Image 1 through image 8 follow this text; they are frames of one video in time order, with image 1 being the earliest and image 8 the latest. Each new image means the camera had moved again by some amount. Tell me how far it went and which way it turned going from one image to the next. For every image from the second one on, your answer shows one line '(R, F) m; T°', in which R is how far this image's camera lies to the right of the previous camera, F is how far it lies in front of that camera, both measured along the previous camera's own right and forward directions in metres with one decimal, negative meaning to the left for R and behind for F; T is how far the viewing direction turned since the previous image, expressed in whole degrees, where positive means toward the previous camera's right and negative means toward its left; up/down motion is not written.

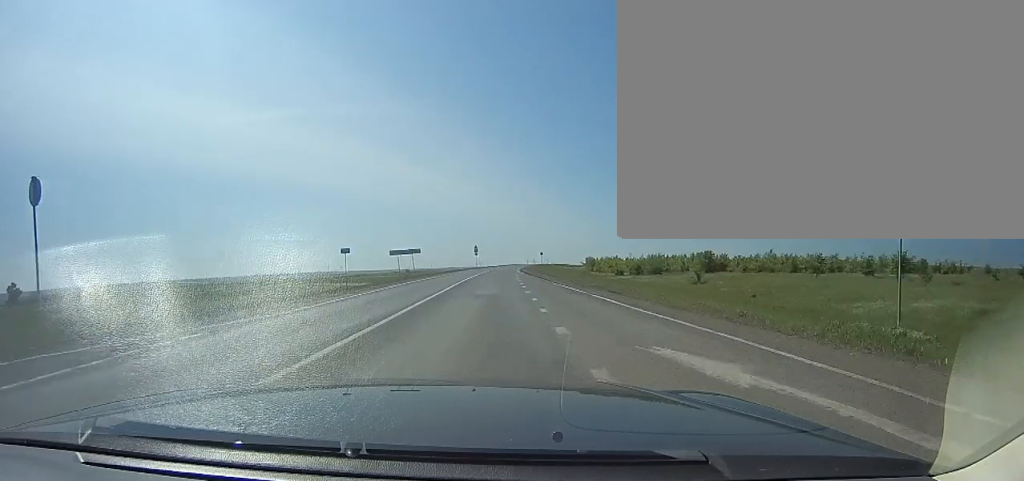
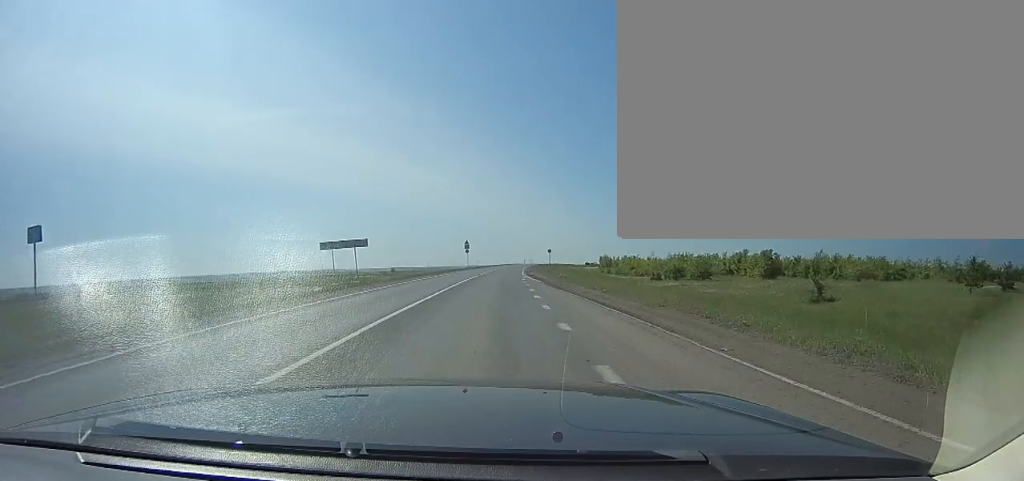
(+0.1, +24.6) m; 0°
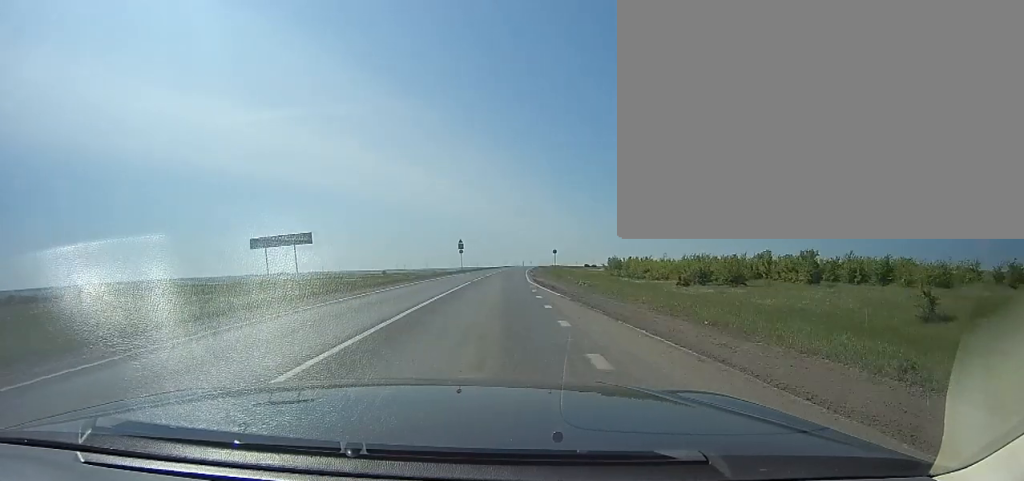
(+0.1, +10.9) m; 0°
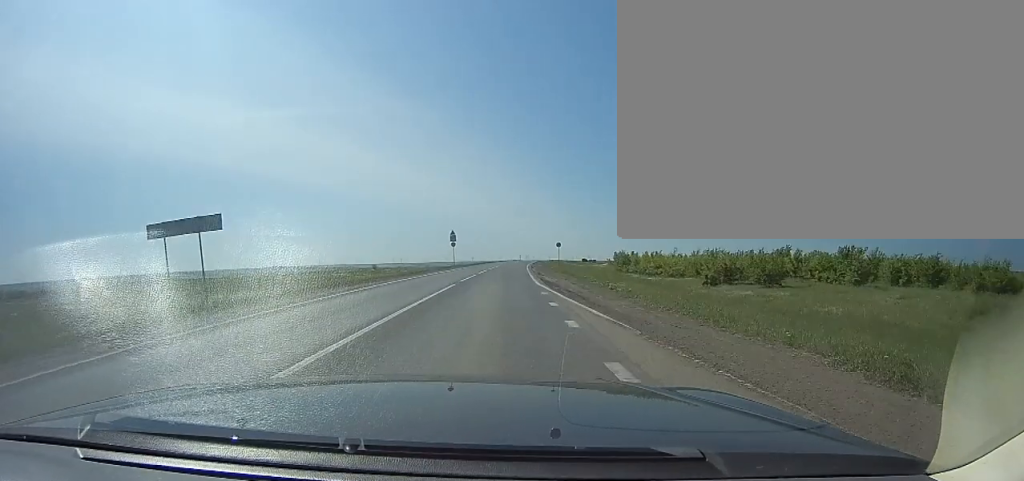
(-0.1, +9.2) m; 0°
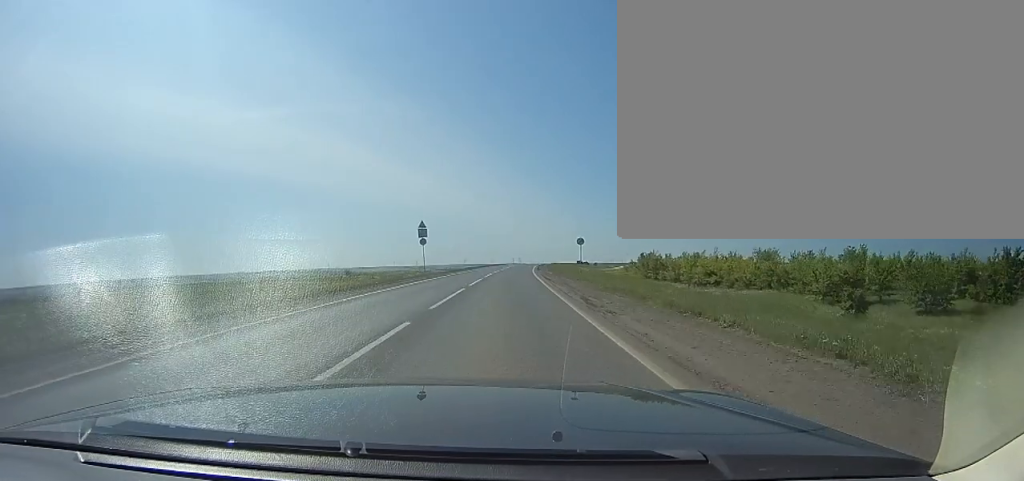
(+0.1, +25.0) m; +1°
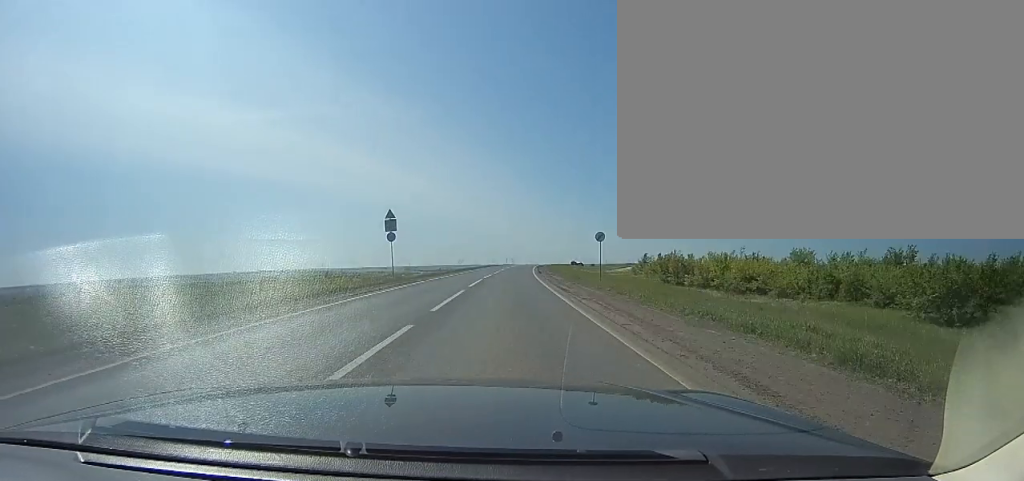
(+0.1, +12.1) m; +1°
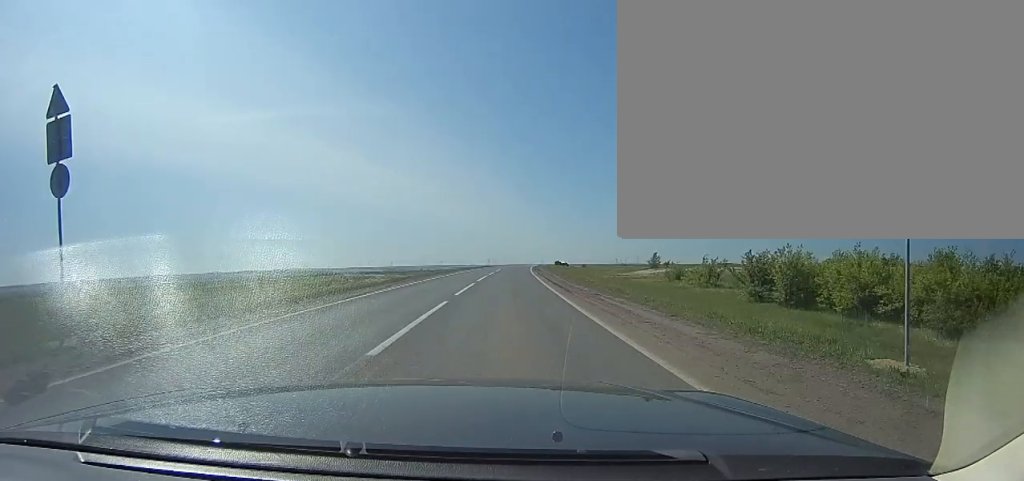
(+0.3, +30.7) m; +2°
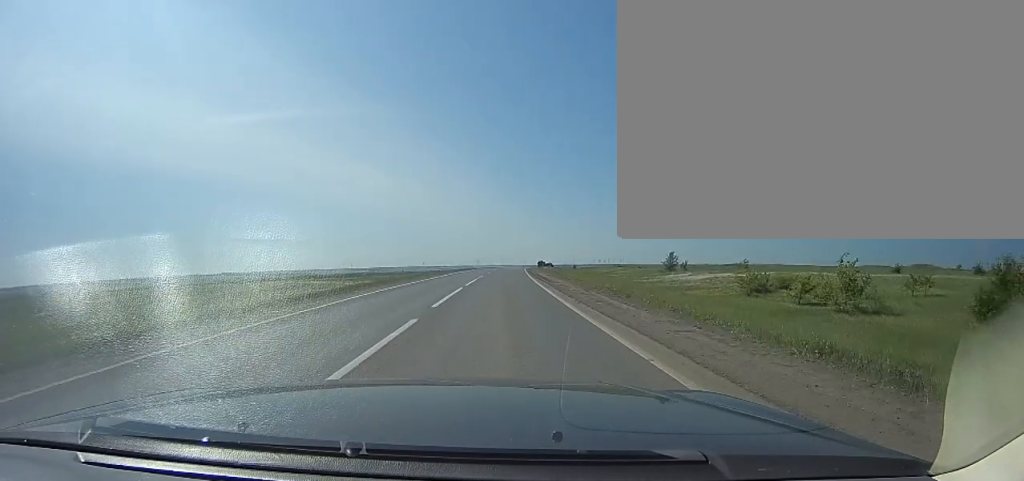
(+0.7, +28.6) m; +2°
